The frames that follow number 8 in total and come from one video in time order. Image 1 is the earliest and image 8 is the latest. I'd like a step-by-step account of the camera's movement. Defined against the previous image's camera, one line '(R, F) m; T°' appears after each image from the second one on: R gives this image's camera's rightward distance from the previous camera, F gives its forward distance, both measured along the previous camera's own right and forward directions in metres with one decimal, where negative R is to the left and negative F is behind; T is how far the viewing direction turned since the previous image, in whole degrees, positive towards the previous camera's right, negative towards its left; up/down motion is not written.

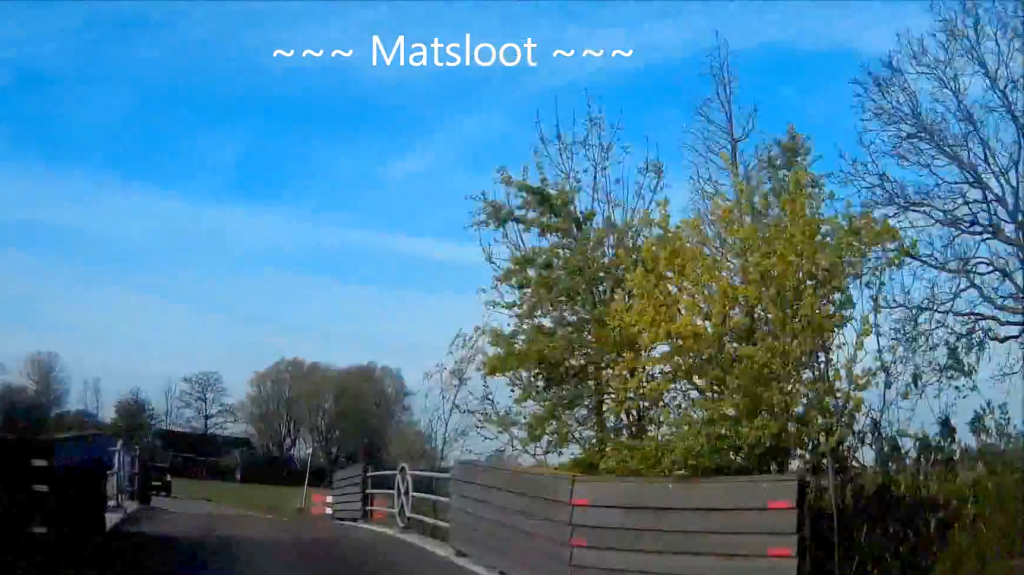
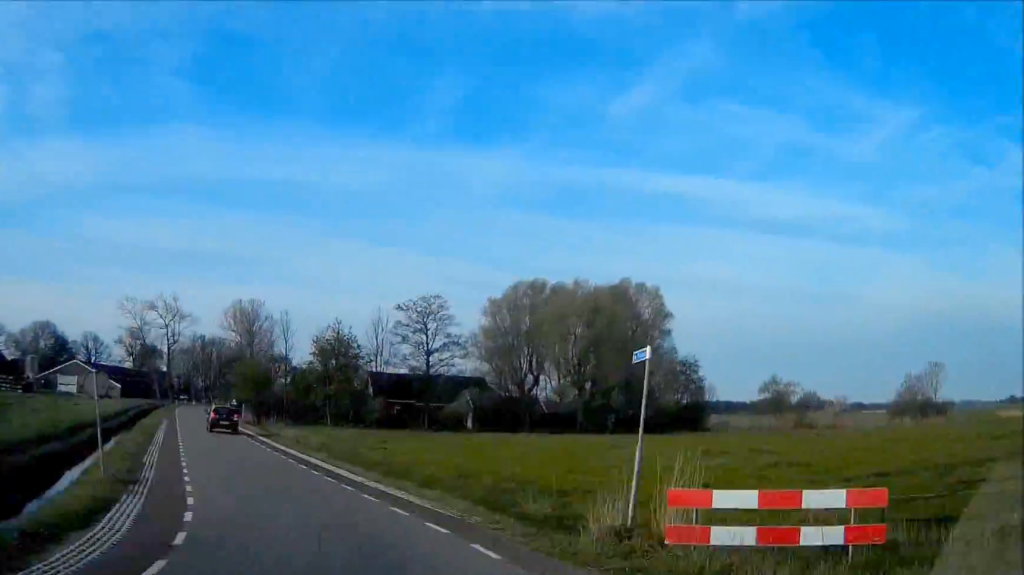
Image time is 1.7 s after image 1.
(-4.1, +19.7) m; -13°
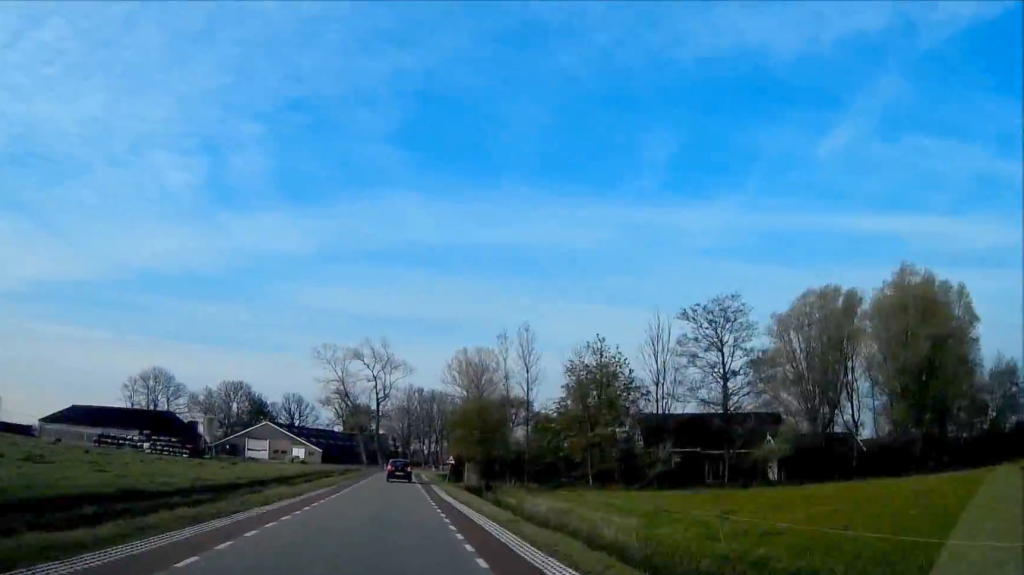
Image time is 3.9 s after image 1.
(-1.9, +25.9) m; -7°
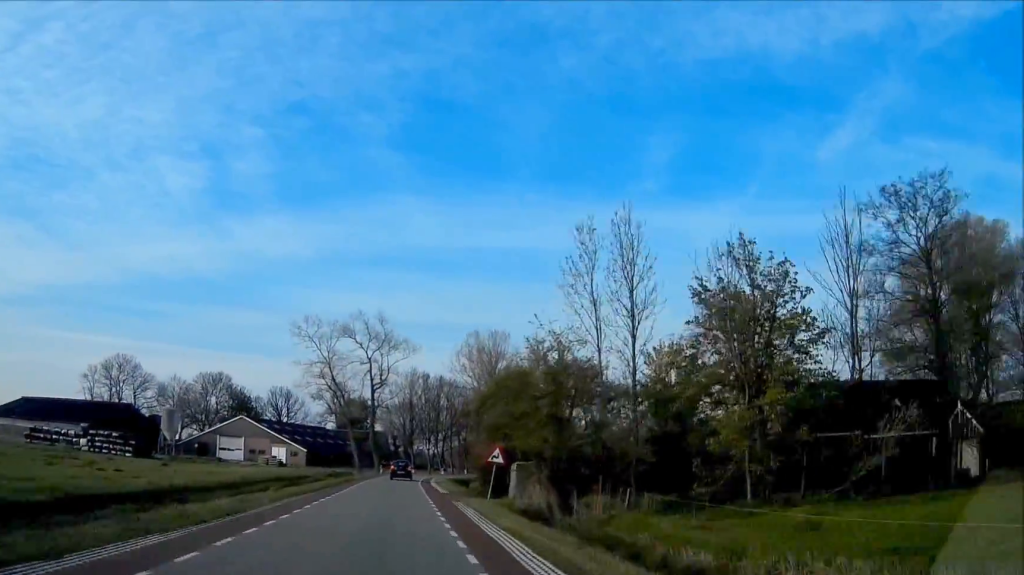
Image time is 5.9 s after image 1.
(-1.4, +26.7) m; -4°
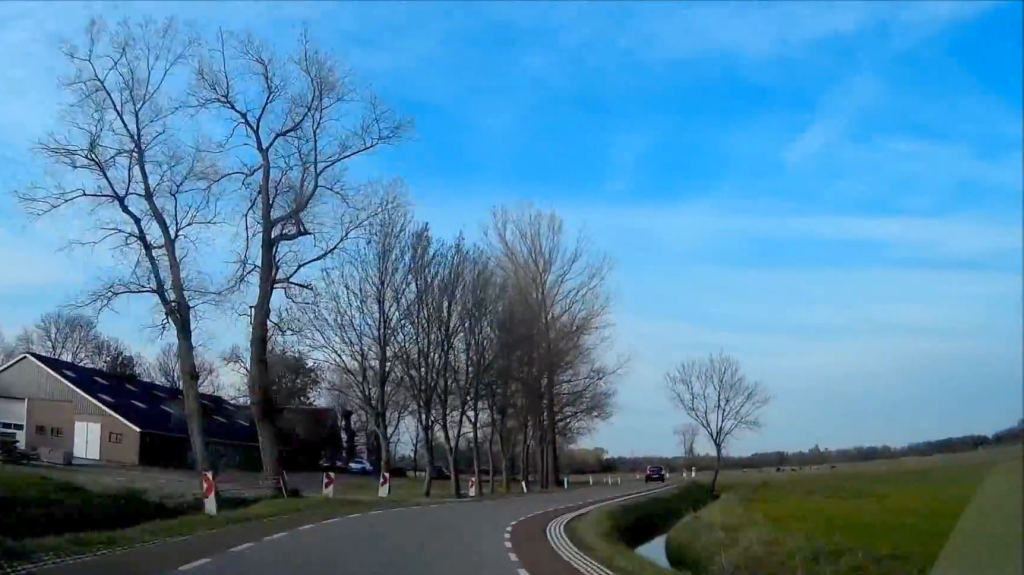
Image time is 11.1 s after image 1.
(+1.4, +71.9) m; +7°
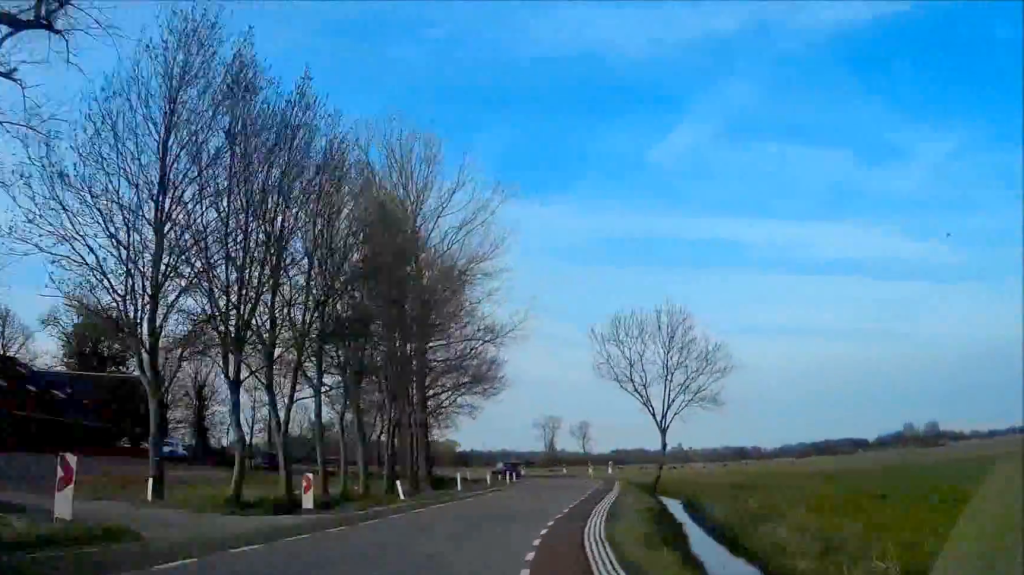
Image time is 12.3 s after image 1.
(-1.1, +18.2) m; +7°
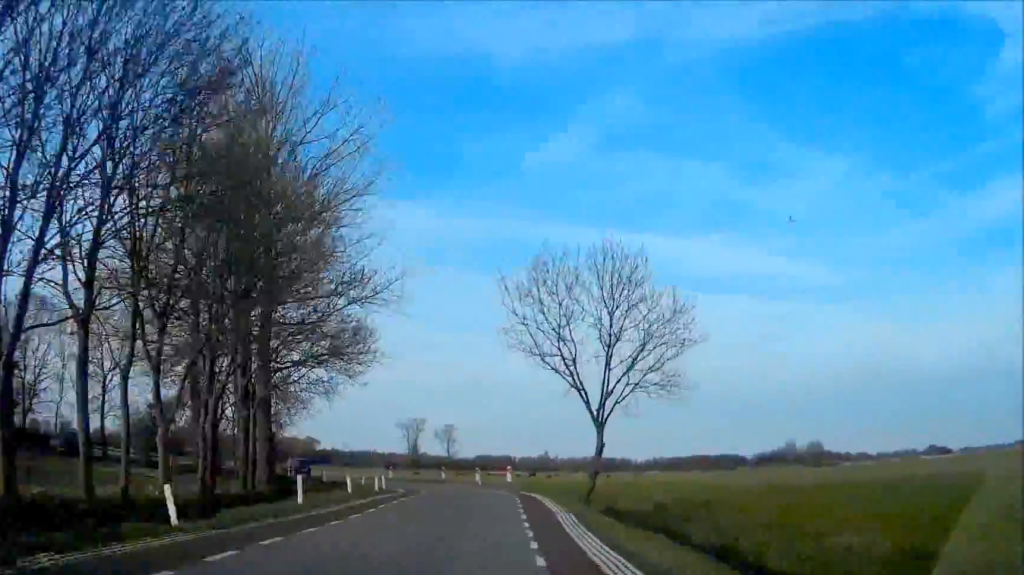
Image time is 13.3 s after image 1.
(+2.5, +13.2) m; +4°
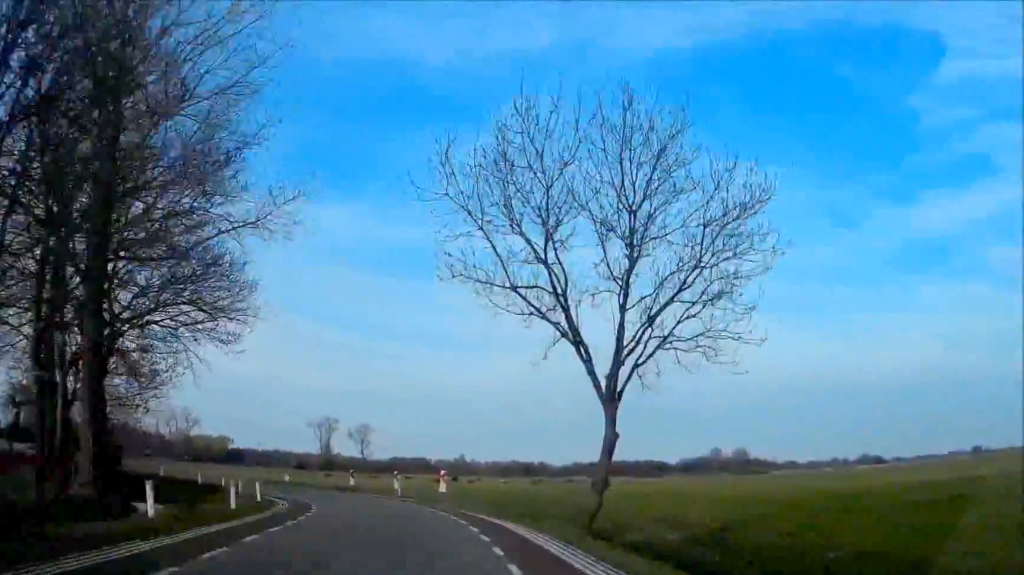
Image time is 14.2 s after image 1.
(+1.6, +13.4) m; +4°
